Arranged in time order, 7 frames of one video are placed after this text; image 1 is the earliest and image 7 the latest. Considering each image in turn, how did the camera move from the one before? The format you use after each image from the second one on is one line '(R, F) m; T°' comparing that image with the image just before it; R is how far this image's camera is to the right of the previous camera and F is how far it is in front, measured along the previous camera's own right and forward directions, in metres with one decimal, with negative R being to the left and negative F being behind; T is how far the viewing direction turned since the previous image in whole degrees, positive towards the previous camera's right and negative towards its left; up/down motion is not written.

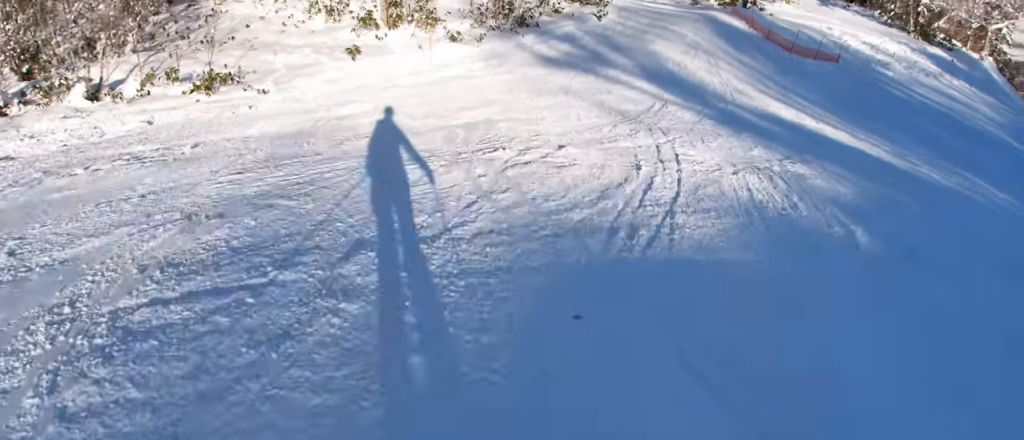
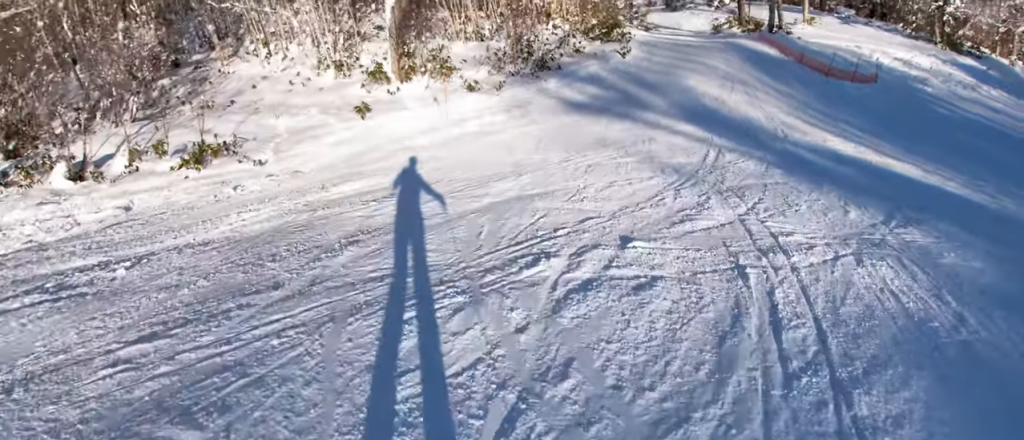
(-0.2, +2.8) m; +2°
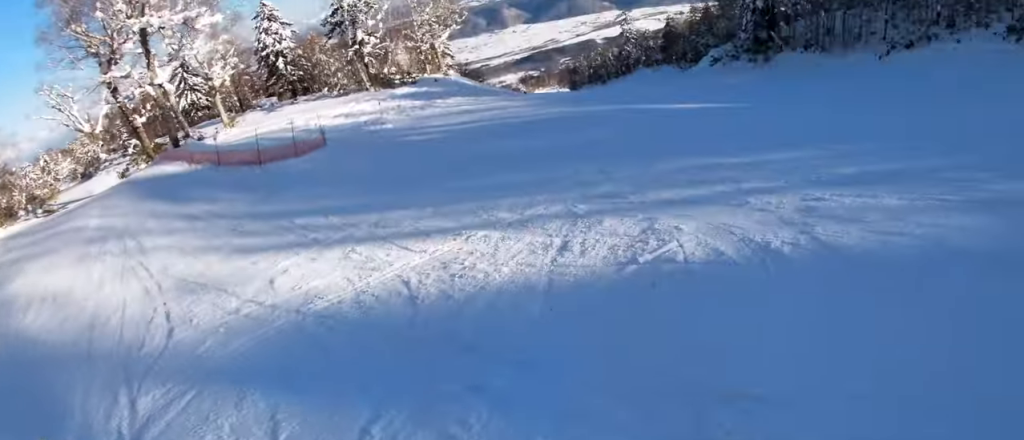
(+4.3, +8.9) m; +55°
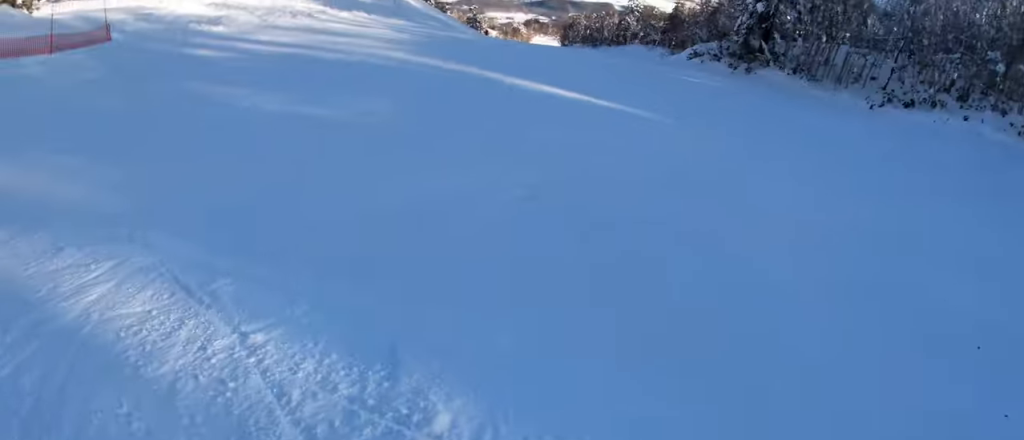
(+1.8, +9.2) m; +8°
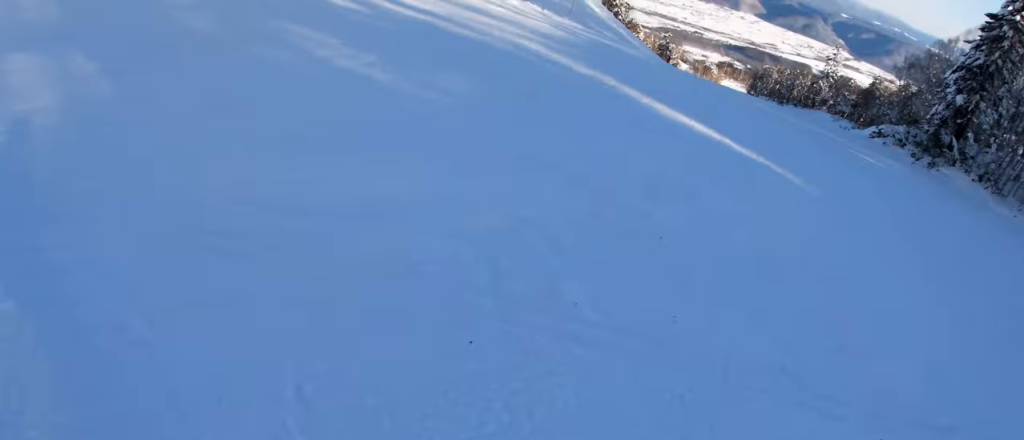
(+0.6, +2.5) m; -9°
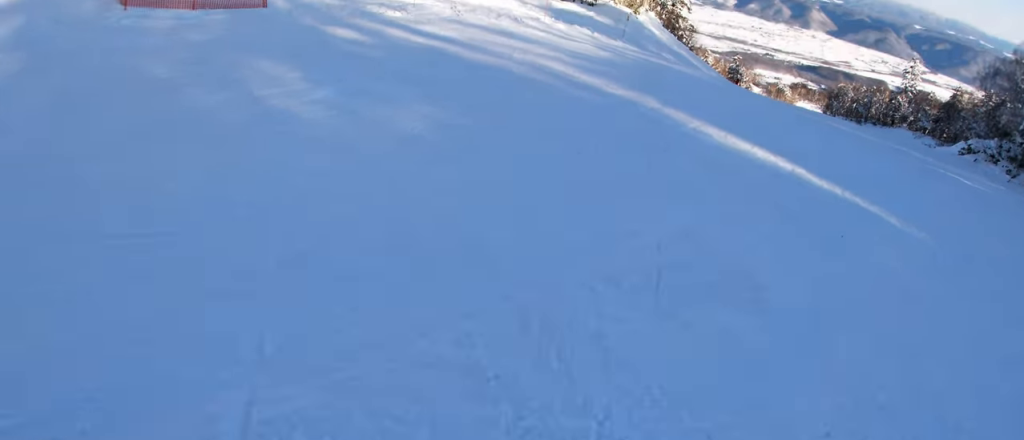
(-0.9, +2.8) m; -14°
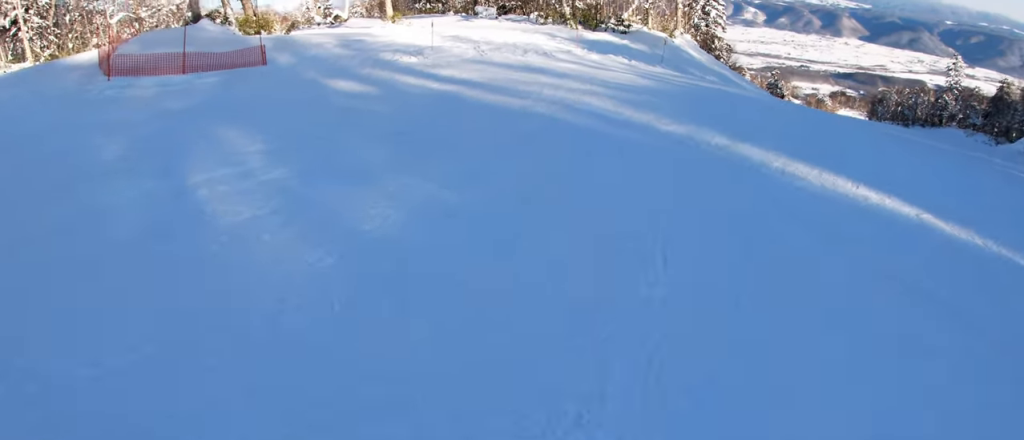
(-0.5, +2.8) m; -10°
